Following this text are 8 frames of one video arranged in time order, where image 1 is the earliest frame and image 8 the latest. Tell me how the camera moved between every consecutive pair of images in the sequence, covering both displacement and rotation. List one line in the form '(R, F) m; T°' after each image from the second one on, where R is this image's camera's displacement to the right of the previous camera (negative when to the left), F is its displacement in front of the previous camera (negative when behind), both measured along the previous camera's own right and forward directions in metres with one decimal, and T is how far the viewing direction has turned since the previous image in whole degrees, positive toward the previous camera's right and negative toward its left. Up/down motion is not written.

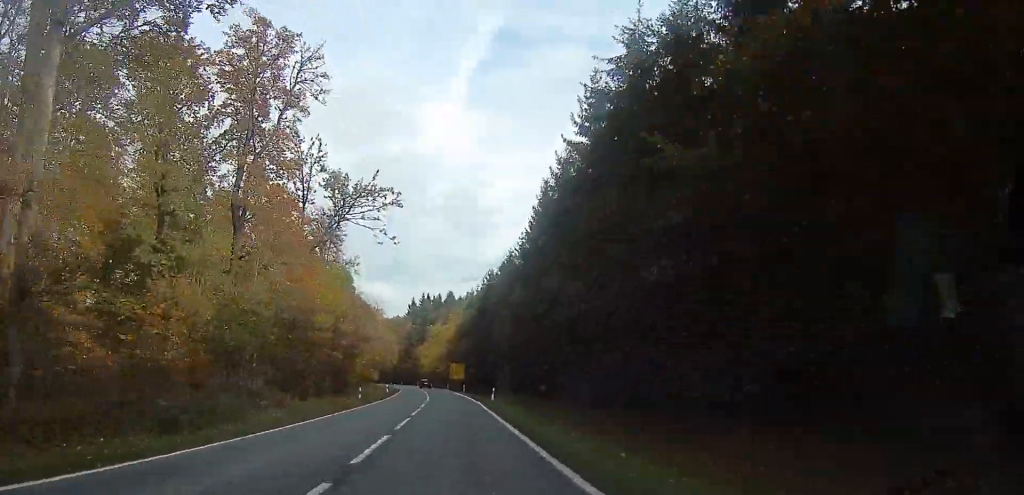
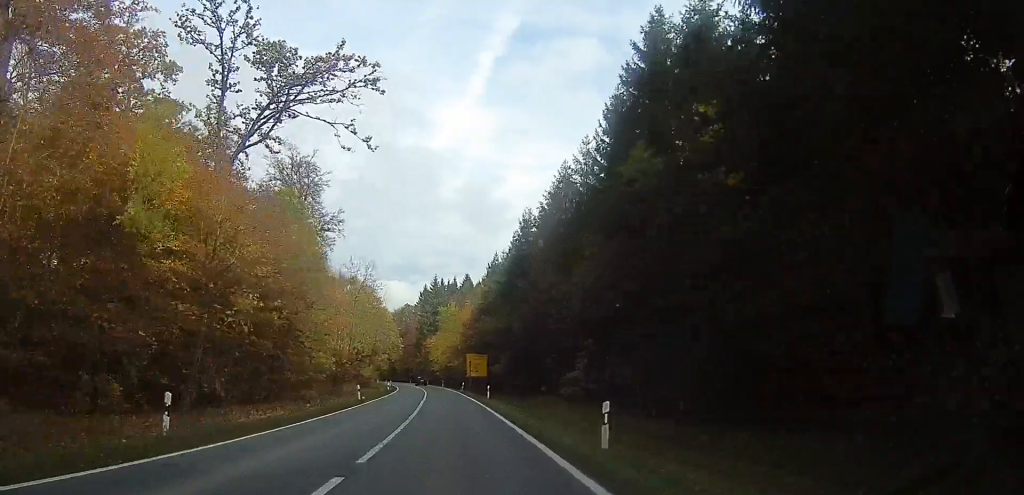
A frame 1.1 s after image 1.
(0.0, +23.5) m; 0°
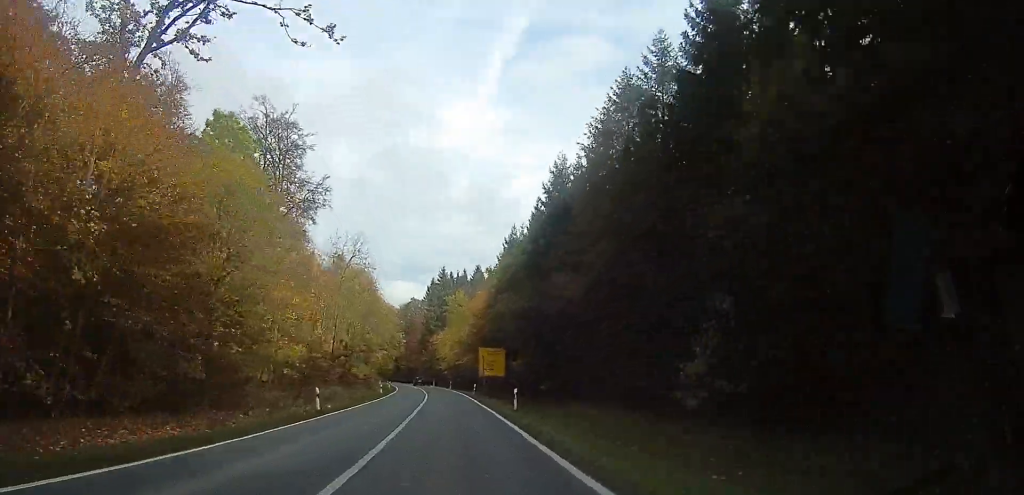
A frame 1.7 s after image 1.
(0.0, +11.7) m; 0°
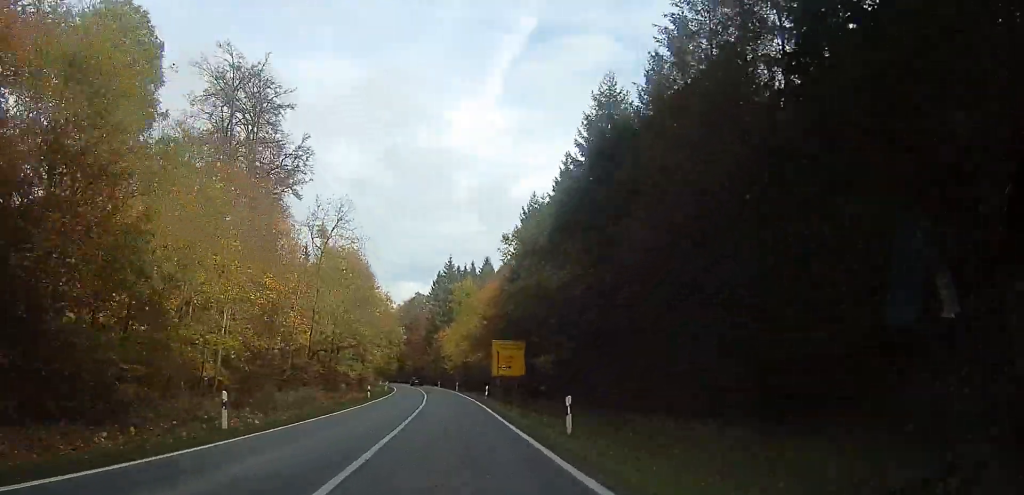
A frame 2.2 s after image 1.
(0.0, +9.7) m; 0°
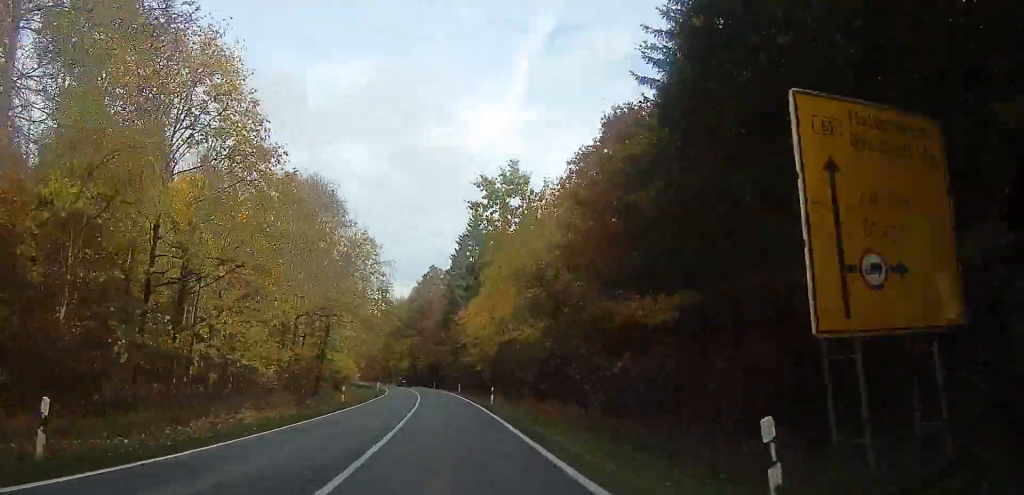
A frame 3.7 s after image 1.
(0.0, +32.0) m; 0°
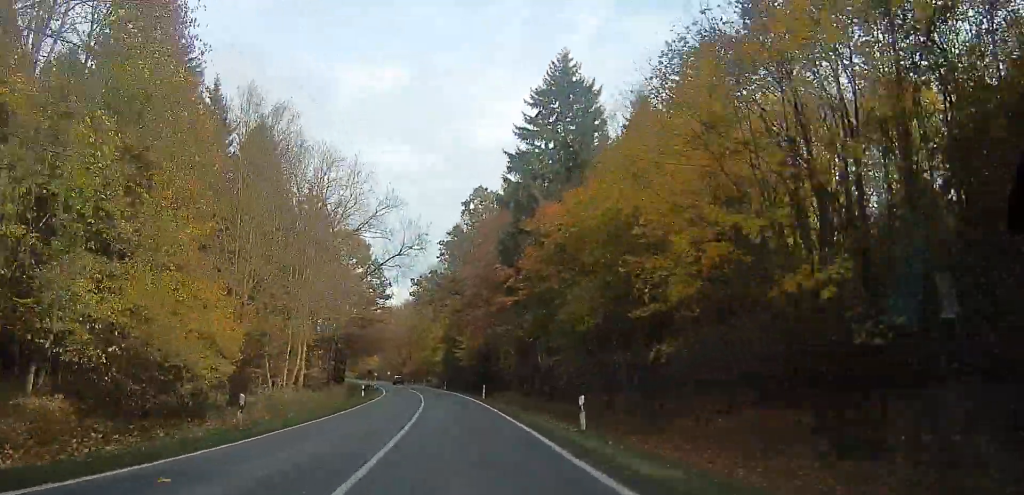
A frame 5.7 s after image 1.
(0.0, +41.3) m; 0°
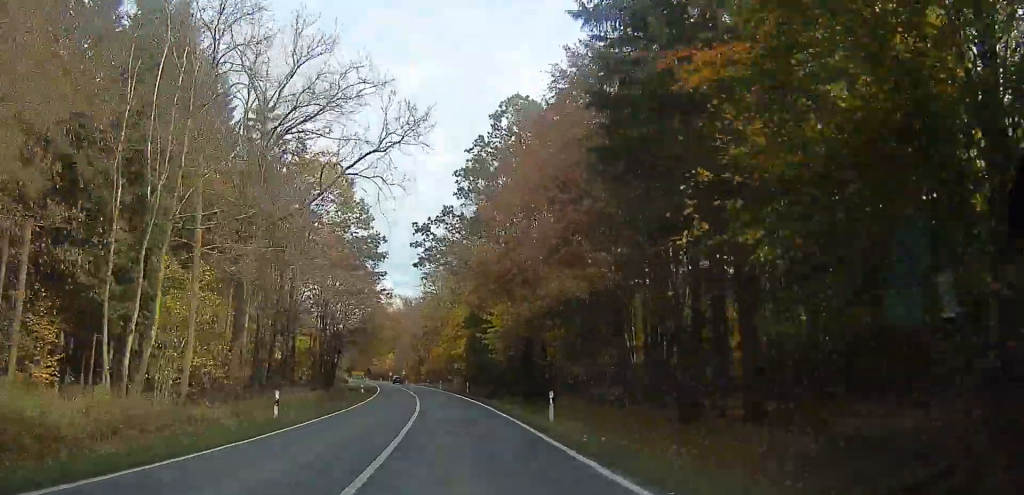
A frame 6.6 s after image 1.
(0.0, +20.2) m; 0°
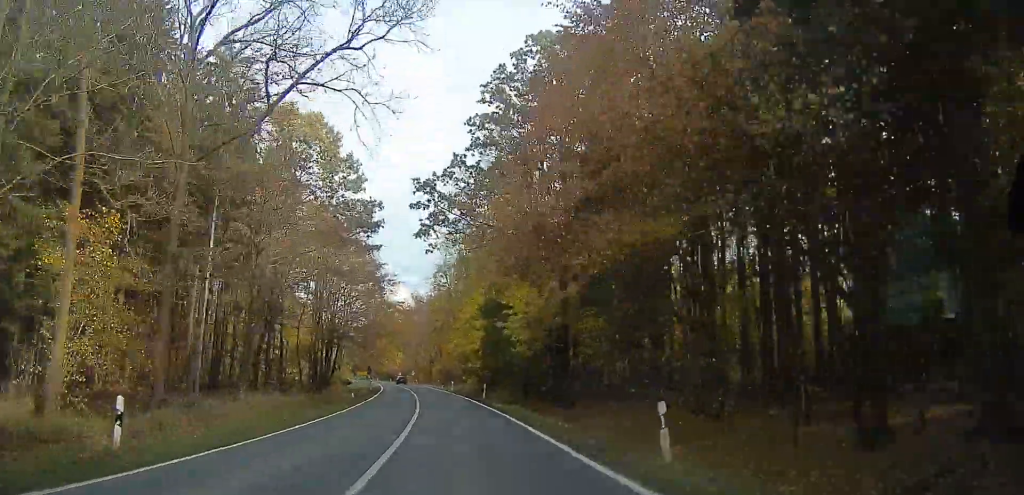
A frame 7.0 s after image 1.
(0.0, +8.3) m; 0°
